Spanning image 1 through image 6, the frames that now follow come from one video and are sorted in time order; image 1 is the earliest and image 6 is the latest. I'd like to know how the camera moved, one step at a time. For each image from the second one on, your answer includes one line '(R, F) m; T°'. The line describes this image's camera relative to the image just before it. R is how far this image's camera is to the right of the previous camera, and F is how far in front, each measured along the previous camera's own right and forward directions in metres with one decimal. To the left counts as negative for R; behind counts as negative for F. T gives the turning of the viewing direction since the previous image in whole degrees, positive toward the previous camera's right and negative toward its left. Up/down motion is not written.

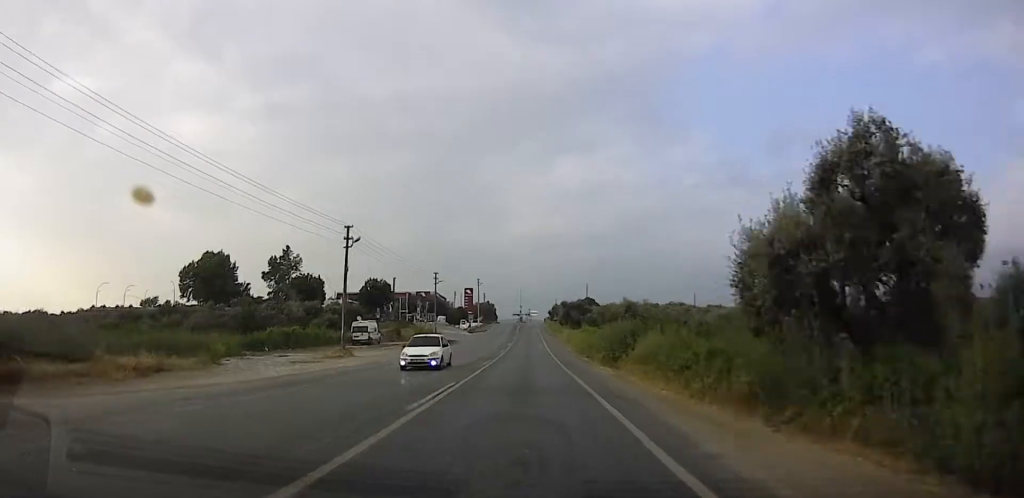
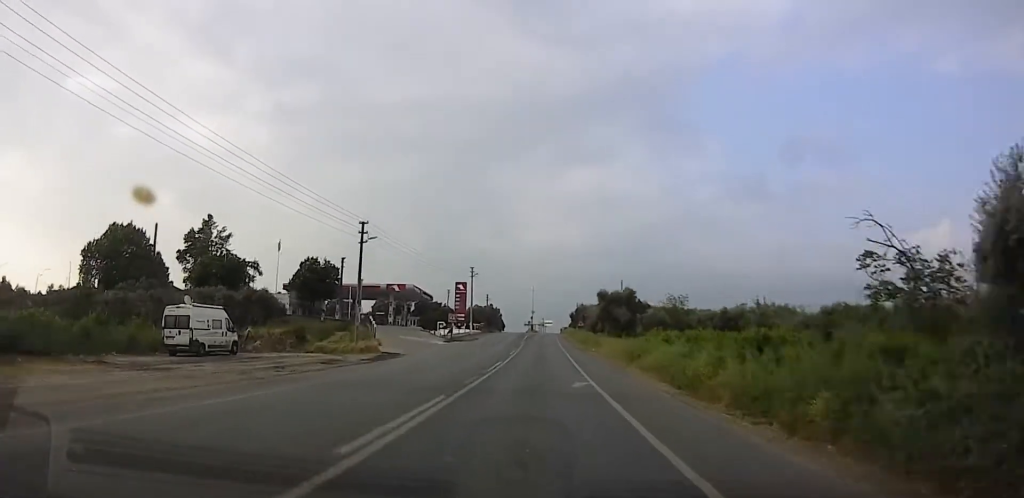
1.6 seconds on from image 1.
(-0.5, +34.2) m; -1°
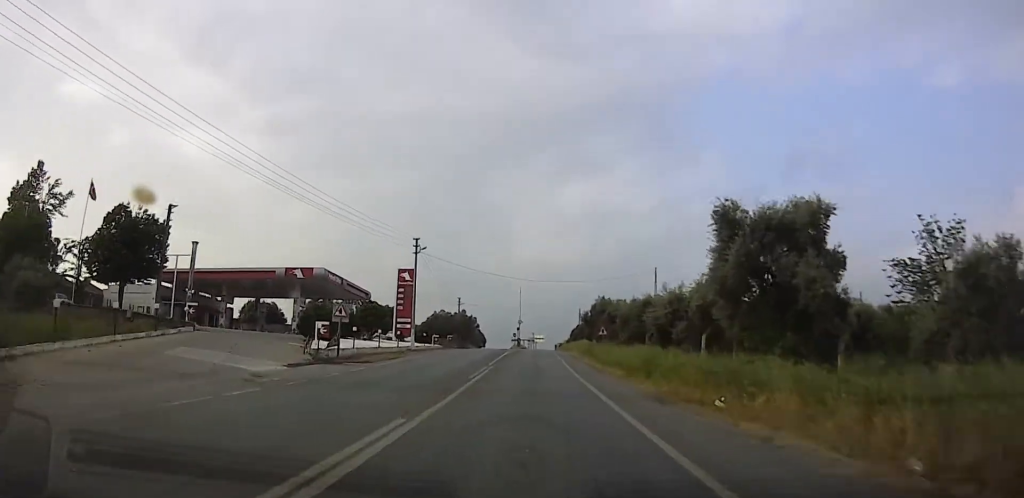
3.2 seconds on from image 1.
(0.0, +33.4) m; 0°
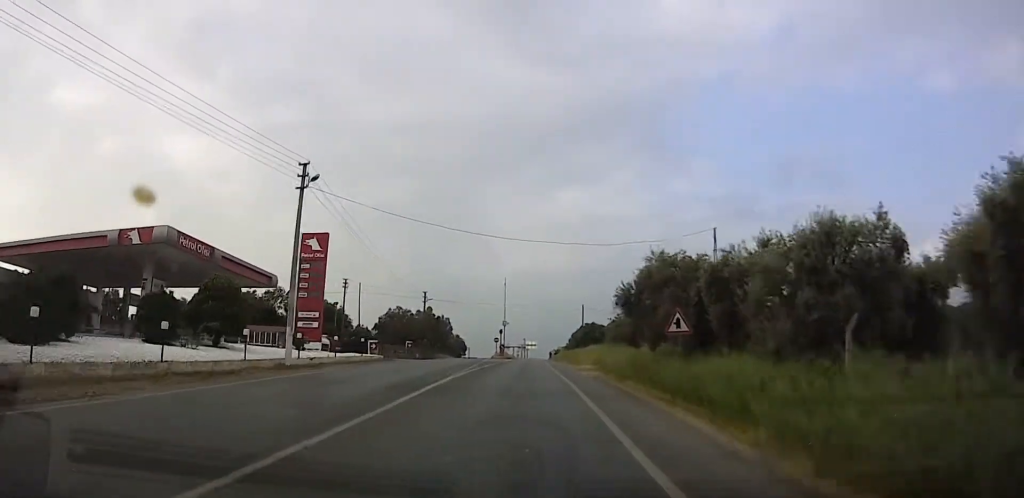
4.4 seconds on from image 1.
(+0.1, +23.8) m; 0°
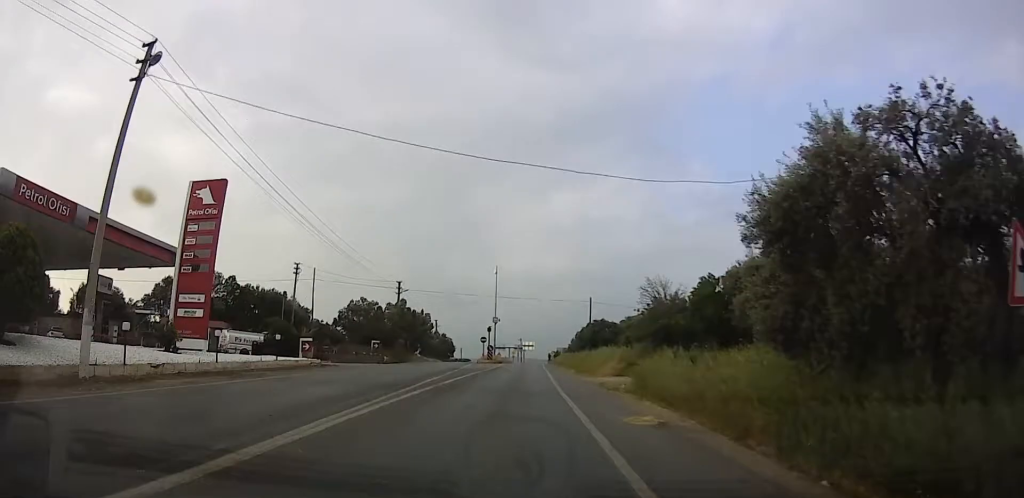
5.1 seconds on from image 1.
(0.0, +13.3) m; +1°
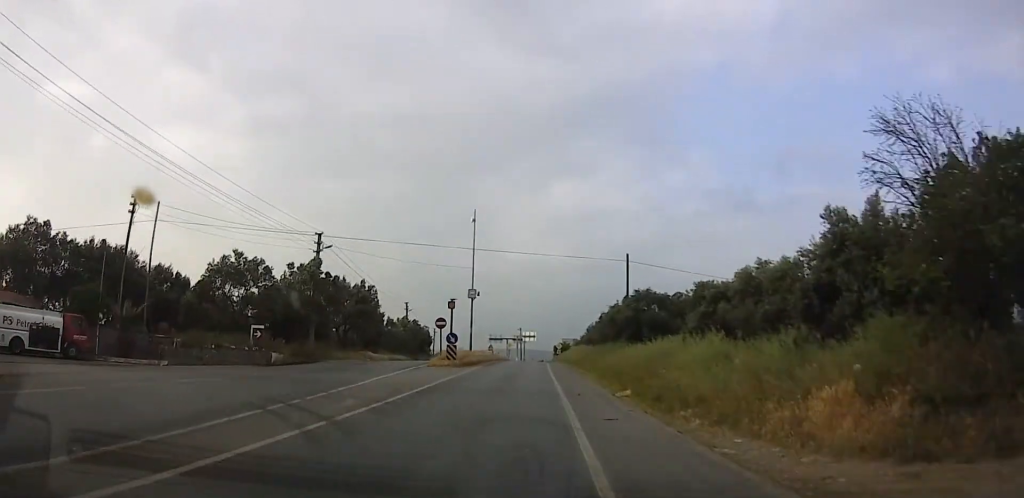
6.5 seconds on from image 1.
(+0.7, +24.6) m; +2°
